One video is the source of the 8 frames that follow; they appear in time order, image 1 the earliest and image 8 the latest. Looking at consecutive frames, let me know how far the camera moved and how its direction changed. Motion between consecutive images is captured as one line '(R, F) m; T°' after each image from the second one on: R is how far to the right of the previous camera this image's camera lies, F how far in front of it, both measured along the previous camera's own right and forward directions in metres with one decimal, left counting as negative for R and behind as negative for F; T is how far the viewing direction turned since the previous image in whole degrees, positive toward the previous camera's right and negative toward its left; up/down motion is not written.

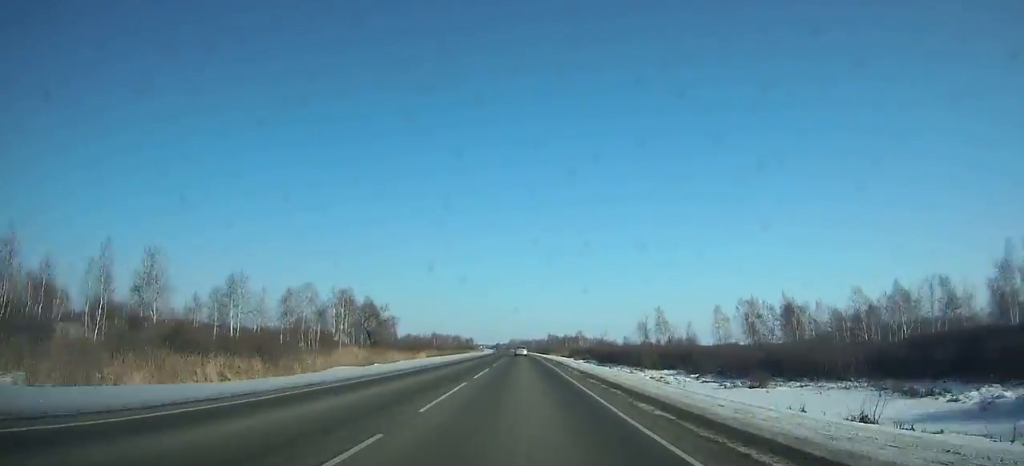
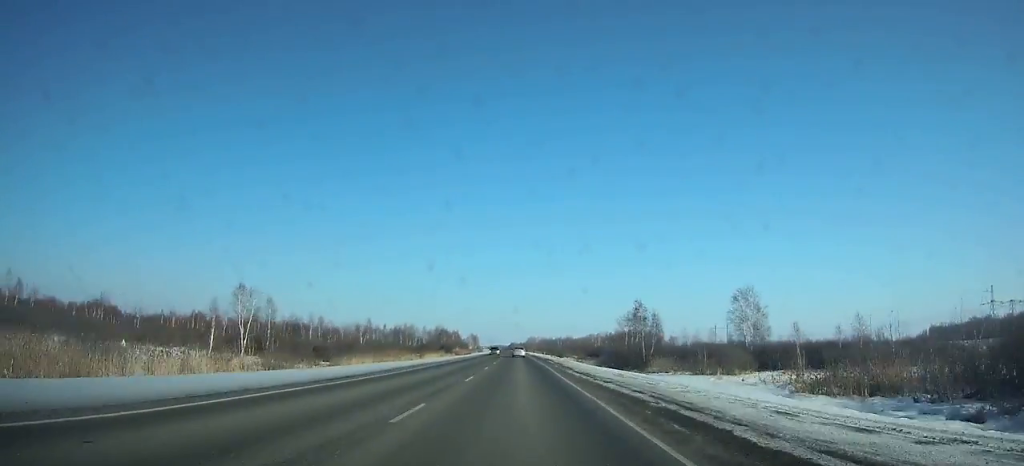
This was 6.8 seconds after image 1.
(-2.8, +170.1) m; -2°
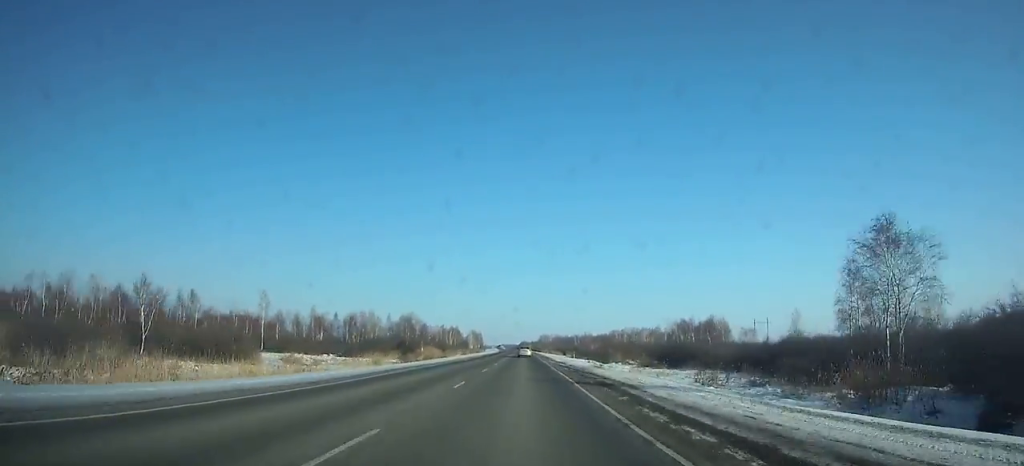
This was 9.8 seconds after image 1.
(-0.4, +74.4) m; -1°
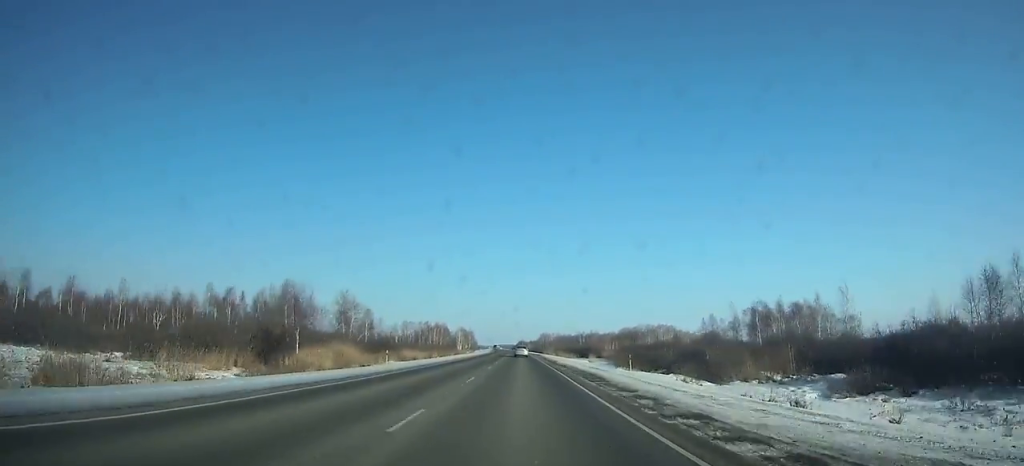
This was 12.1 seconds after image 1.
(-0.2, +56.7) m; 0°
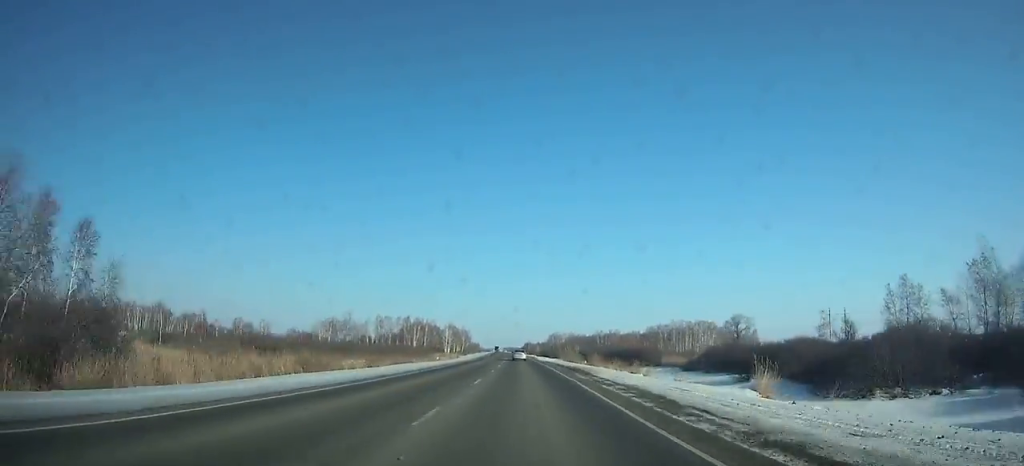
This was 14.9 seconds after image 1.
(-0.2, +68.7) m; 0°
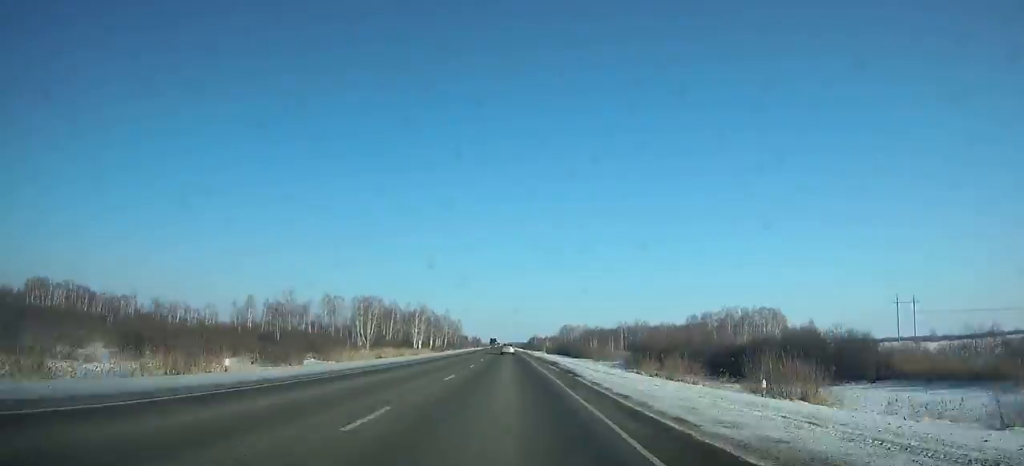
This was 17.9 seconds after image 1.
(-0.4, +73.3) m; -1°
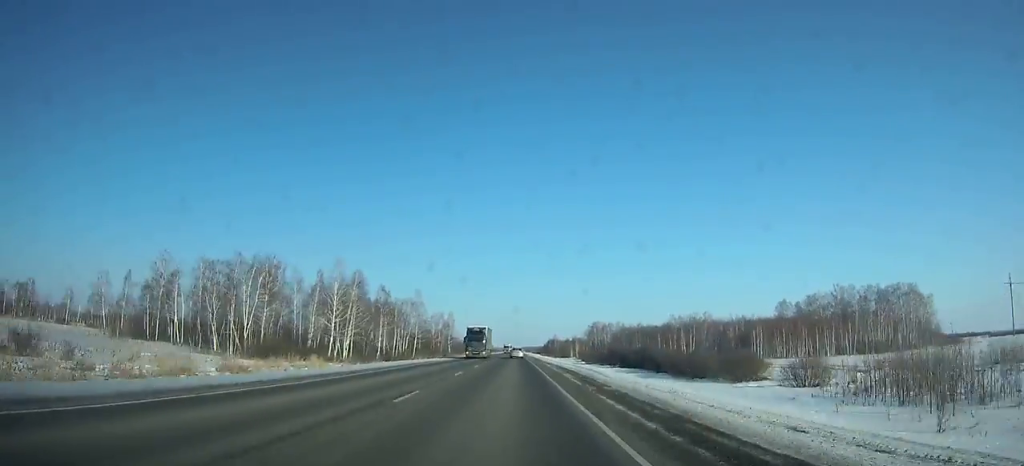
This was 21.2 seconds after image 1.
(-0.8, +80.8) m; -1°
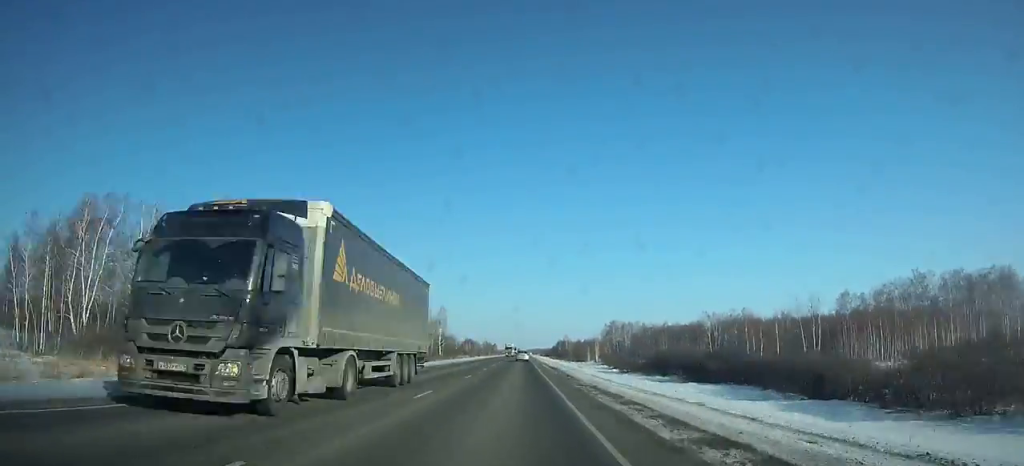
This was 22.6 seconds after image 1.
(-0.1, +34.5) m; 0°
